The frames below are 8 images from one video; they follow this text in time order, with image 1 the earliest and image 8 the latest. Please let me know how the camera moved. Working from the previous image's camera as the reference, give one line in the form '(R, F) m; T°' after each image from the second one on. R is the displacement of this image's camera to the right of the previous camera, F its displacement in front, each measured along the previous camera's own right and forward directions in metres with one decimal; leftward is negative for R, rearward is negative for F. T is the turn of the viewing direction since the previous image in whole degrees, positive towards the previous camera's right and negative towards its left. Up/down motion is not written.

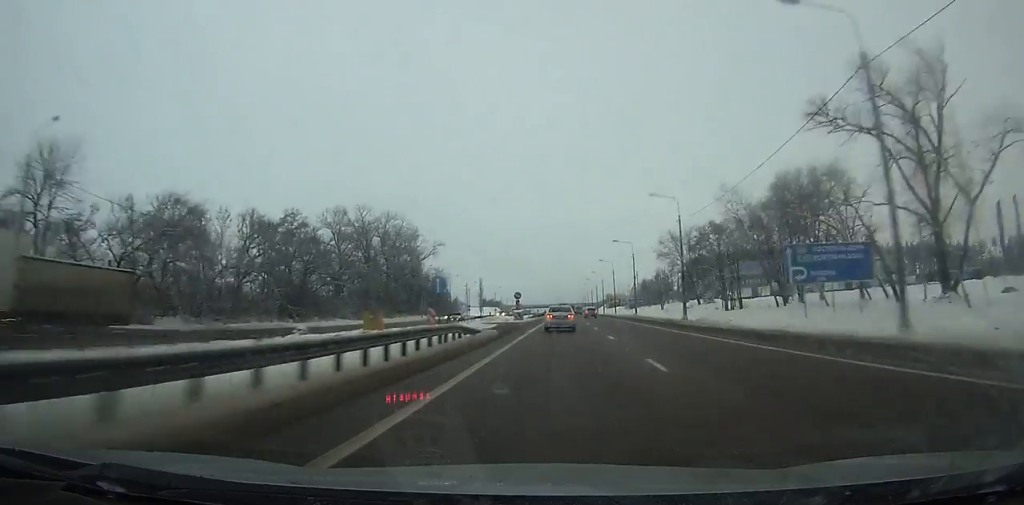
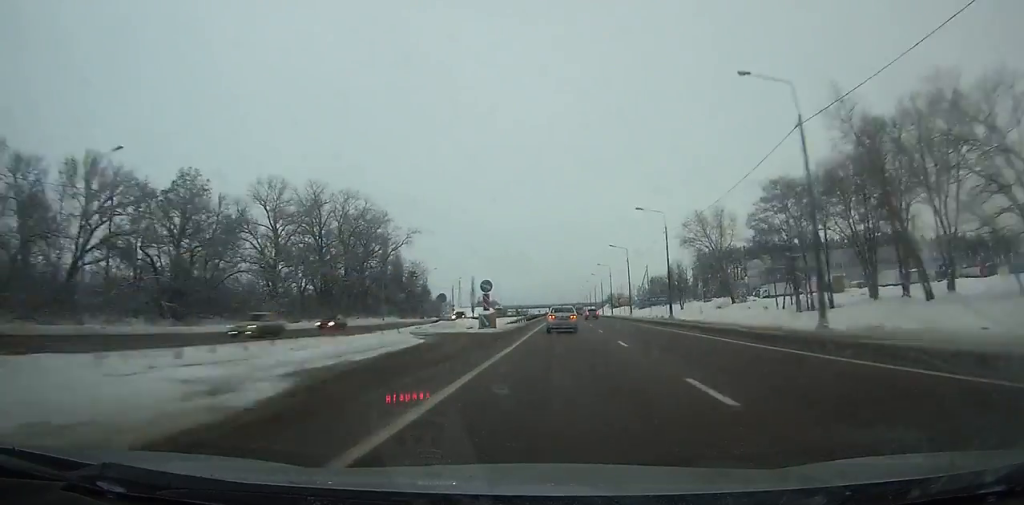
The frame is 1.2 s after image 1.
(0.0, +28.7) m; 0°
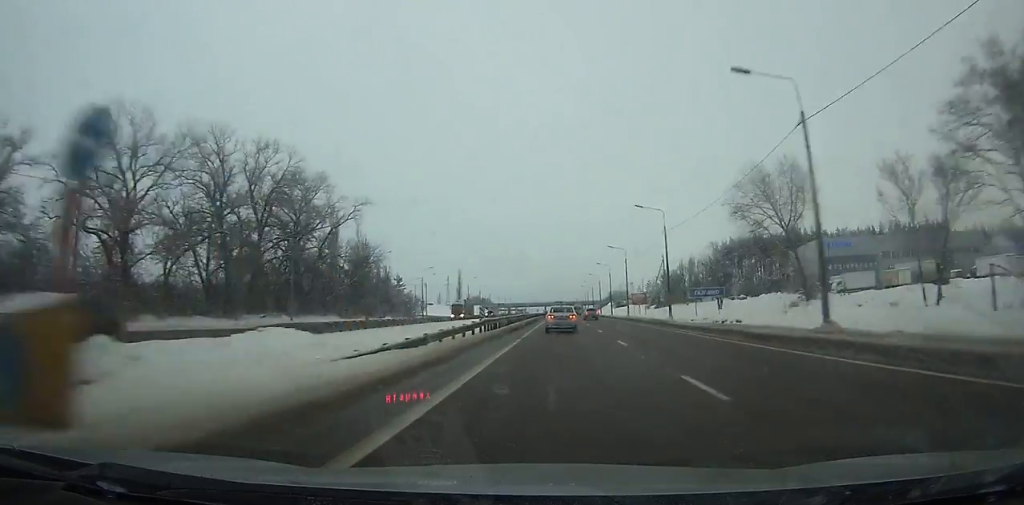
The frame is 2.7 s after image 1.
(0.0, +36.2) m; 0°
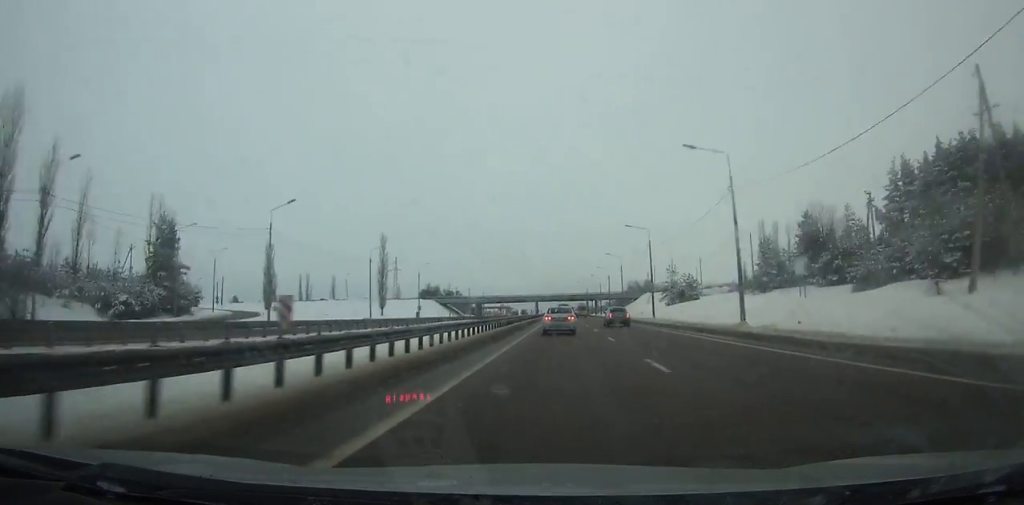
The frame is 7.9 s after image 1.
(0.0, +127.9) m; 0°
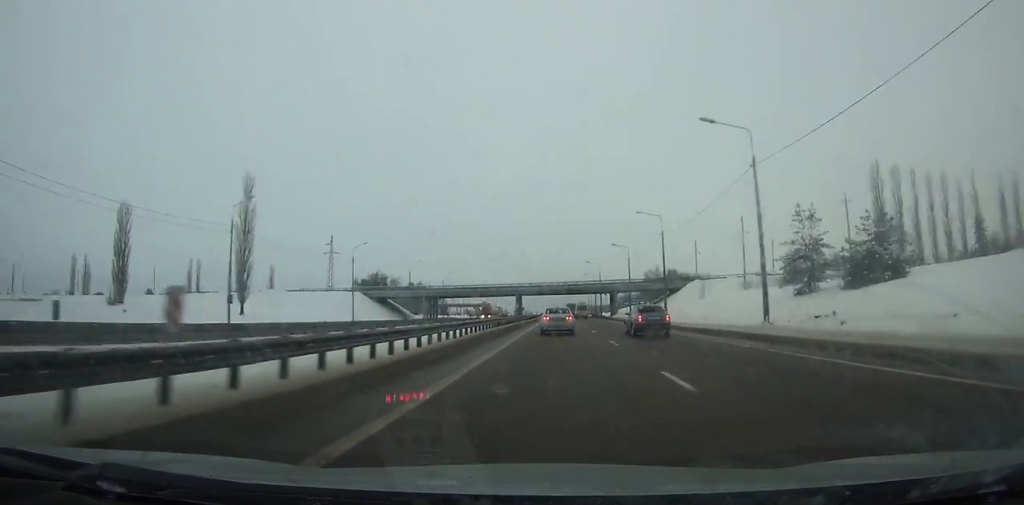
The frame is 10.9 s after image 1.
(0.0, +75.5) m; 0°
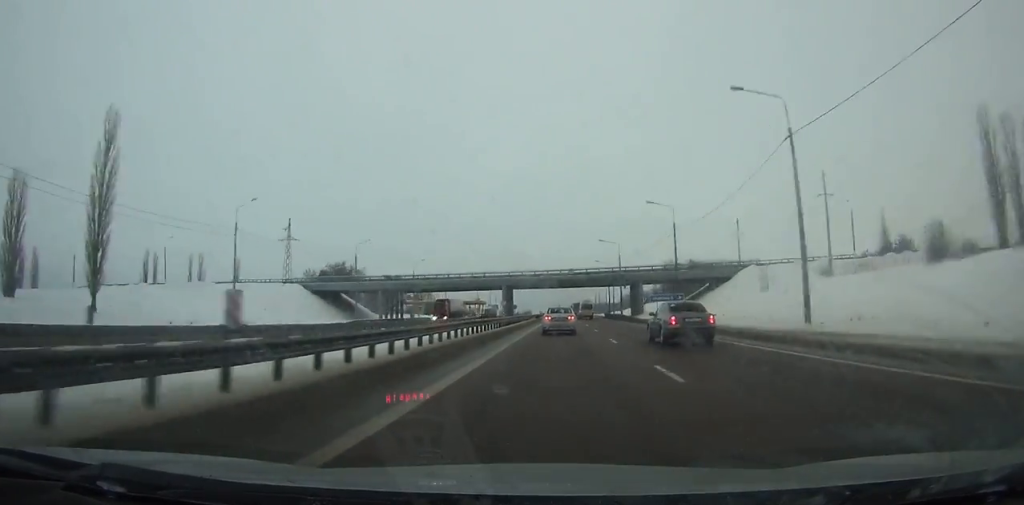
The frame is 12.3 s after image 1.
(0.0, +35.5) m; 0°
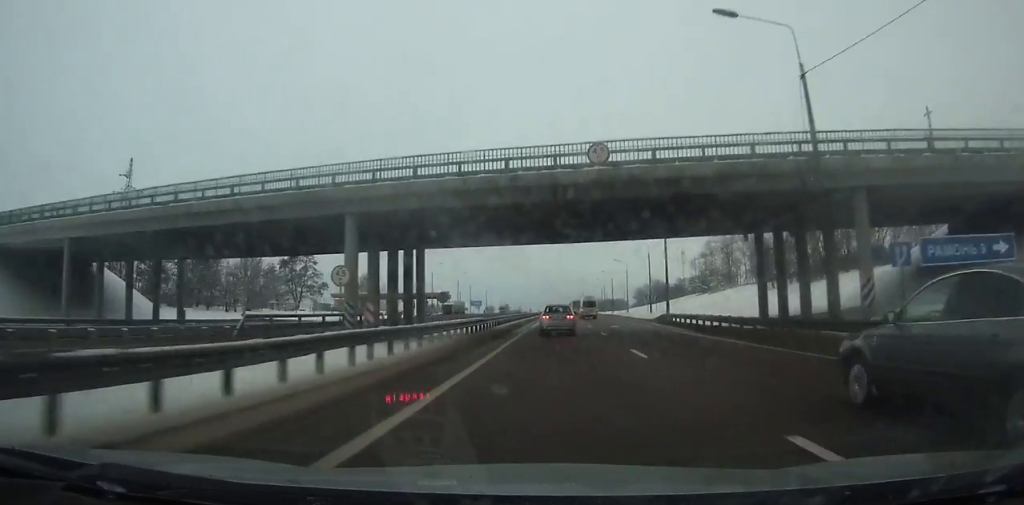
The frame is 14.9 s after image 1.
(+0.1, +66.1) m; 0°
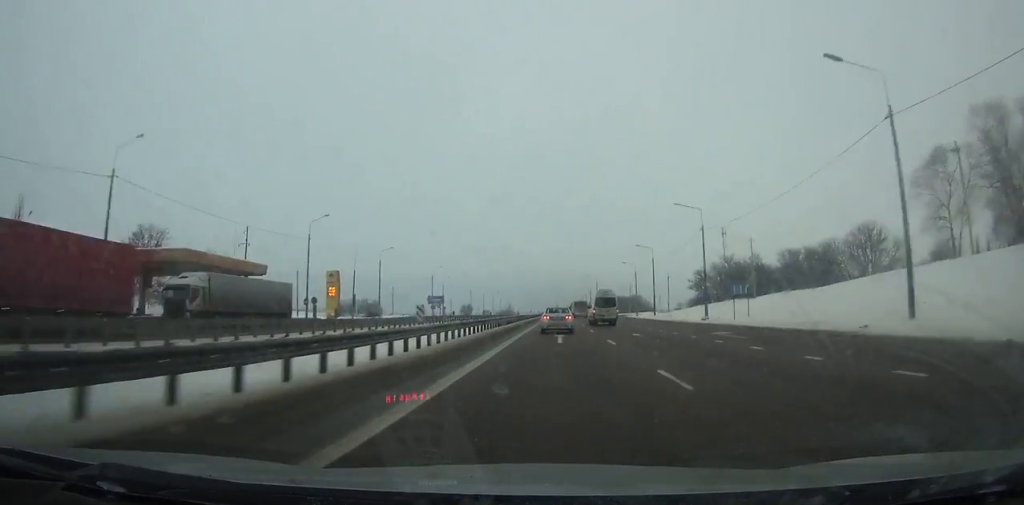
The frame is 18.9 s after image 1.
(0.0, +101.1) m; 0°
